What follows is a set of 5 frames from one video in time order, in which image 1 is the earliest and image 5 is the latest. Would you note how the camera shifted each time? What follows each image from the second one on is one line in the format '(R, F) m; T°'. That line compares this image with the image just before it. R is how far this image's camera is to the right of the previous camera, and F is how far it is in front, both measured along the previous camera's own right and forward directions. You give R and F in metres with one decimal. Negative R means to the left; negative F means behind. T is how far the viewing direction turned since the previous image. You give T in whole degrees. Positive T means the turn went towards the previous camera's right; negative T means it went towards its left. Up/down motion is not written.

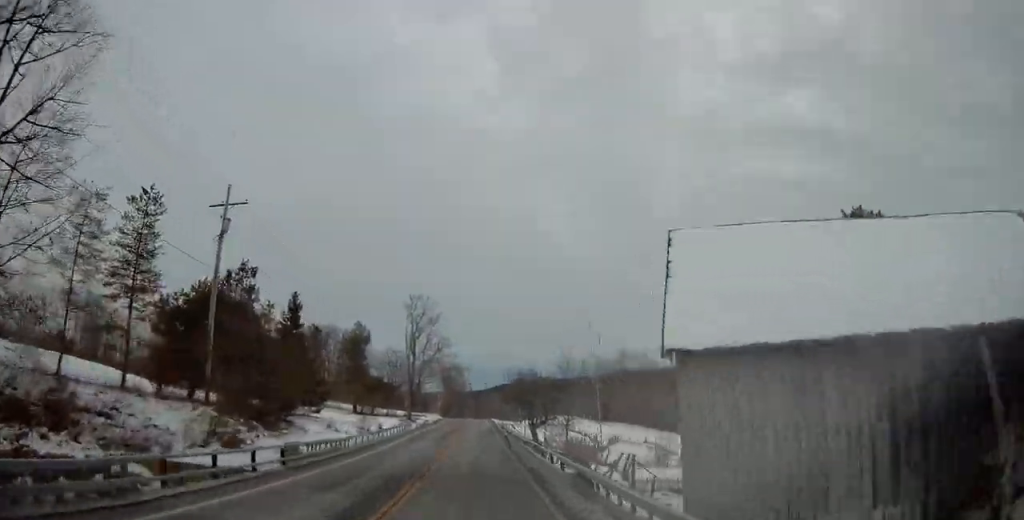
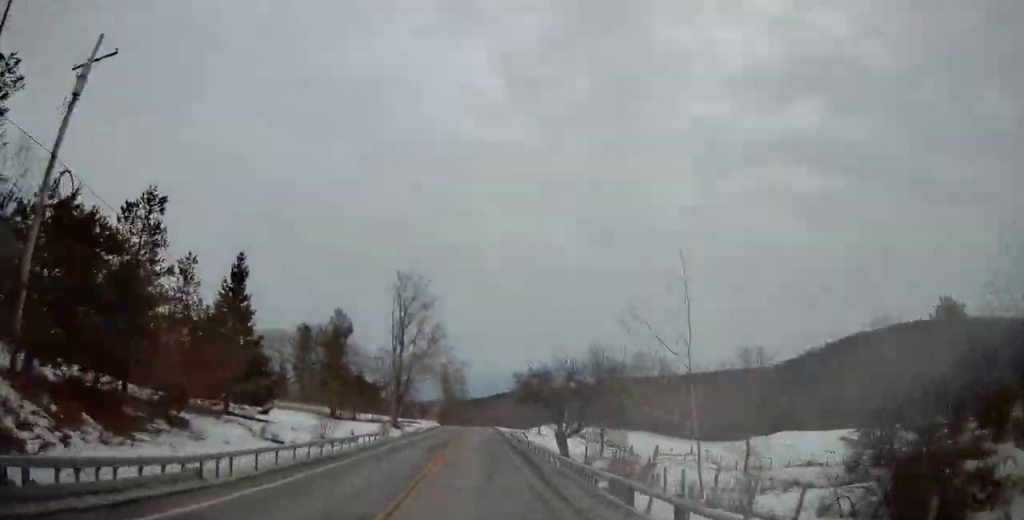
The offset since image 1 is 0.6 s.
(+0.2, +14.9) m; 0°
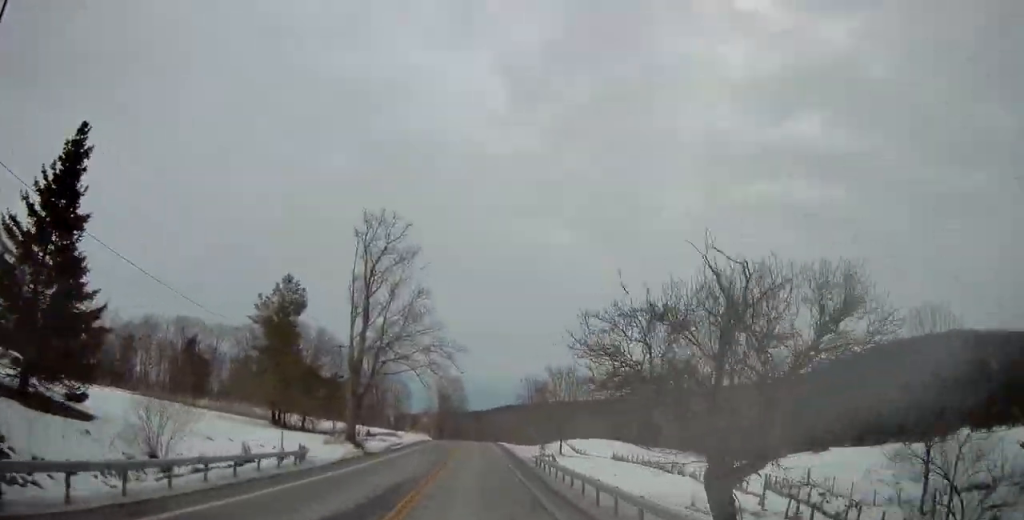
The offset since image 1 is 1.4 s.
(-0.2, +21.9) m; 0°
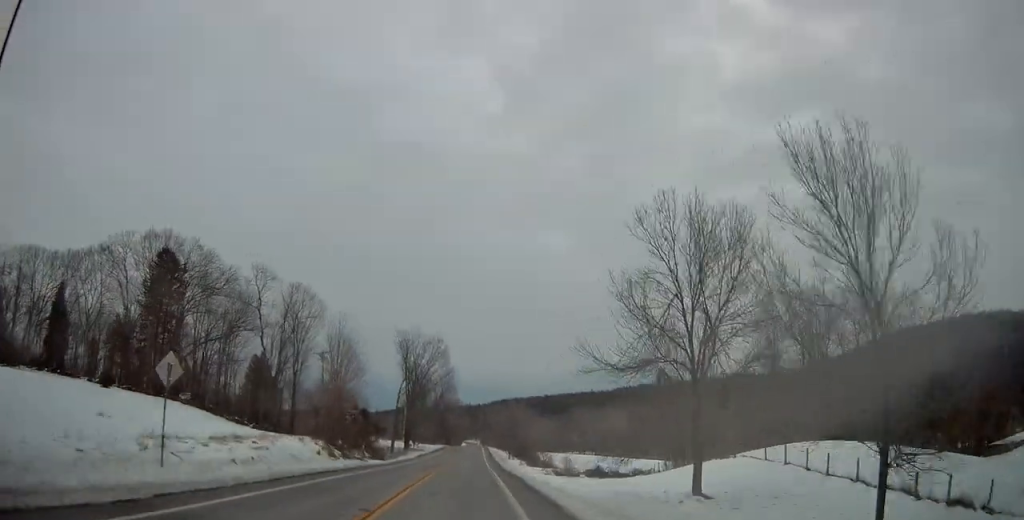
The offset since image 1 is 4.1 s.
(-0.1, +70.9) m; 0°
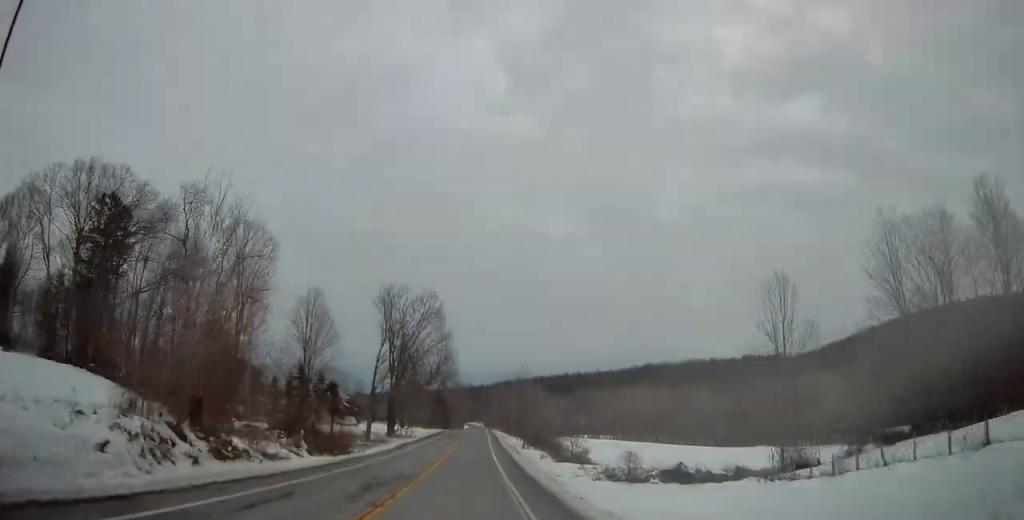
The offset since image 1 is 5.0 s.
(0.0, +21.5) m; 0°
